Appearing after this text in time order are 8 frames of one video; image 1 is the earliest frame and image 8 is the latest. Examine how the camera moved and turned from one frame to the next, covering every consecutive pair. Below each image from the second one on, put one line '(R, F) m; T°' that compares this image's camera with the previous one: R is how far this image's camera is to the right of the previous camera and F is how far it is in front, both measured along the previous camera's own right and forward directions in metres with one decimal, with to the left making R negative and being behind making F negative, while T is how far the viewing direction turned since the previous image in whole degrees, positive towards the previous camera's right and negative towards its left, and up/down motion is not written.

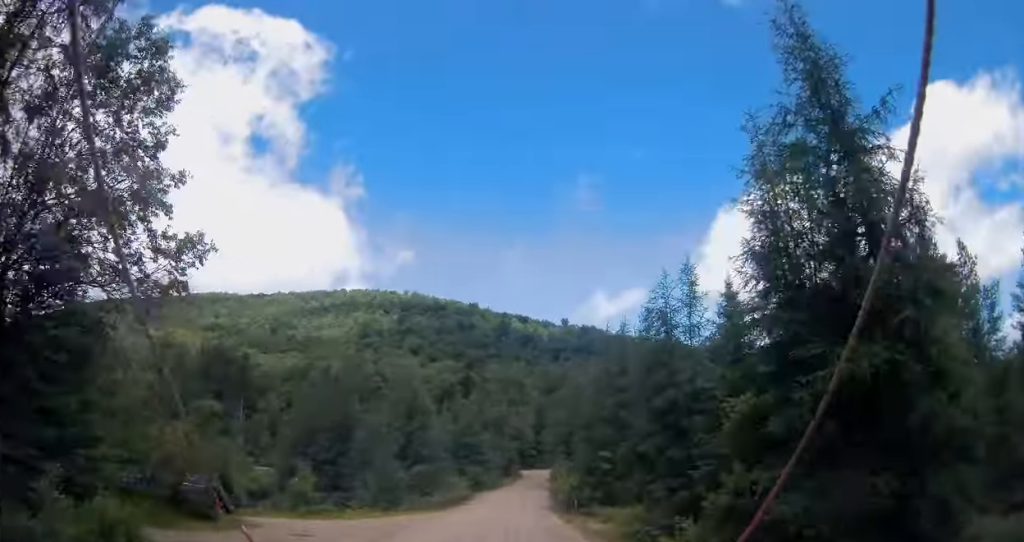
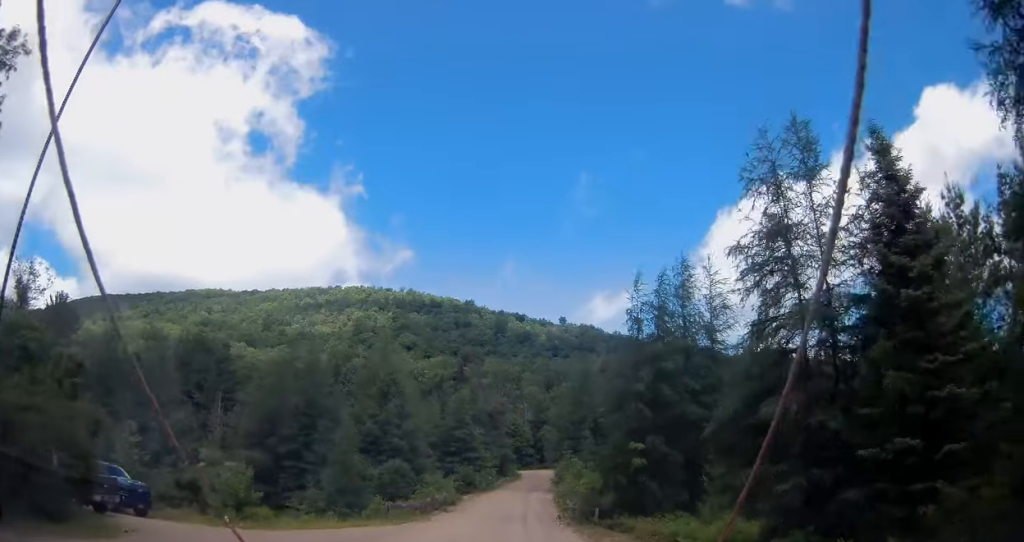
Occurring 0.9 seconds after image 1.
(0.0, +8.5) m; 0°
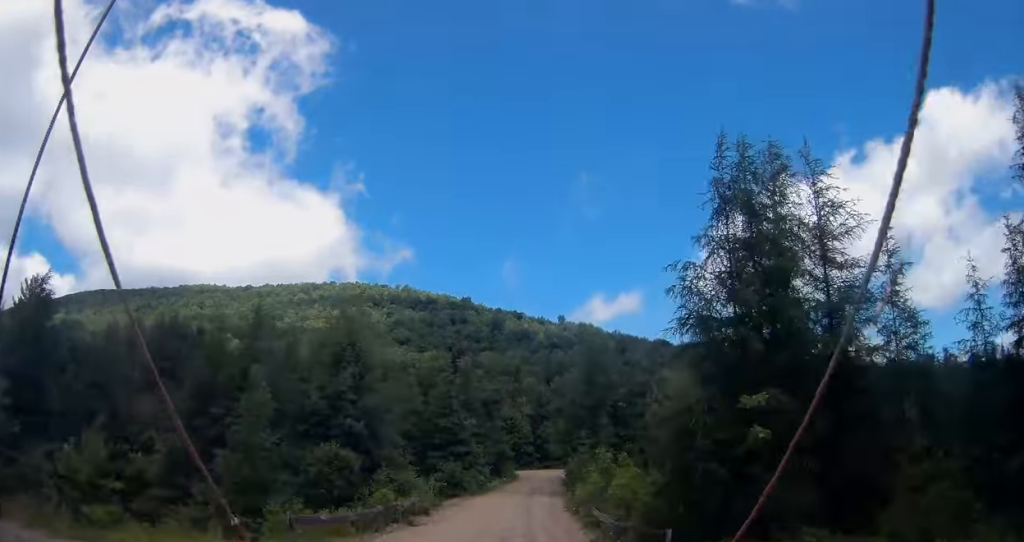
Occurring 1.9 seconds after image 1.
(0.0, +10.3) m; 0°
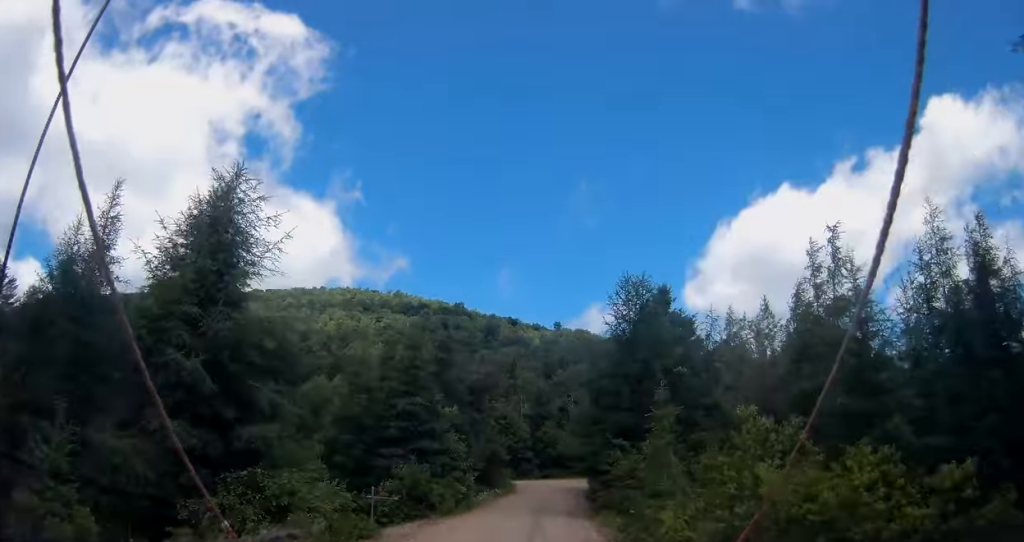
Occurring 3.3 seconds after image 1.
(0.0, +14.8) m; +1°
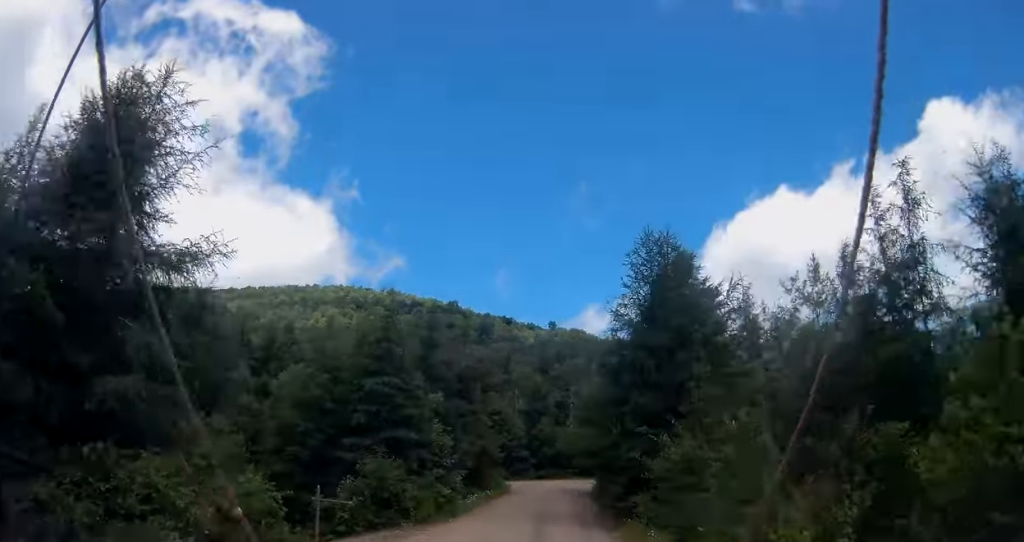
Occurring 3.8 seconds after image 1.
(0.0, +5.5) m; +1°
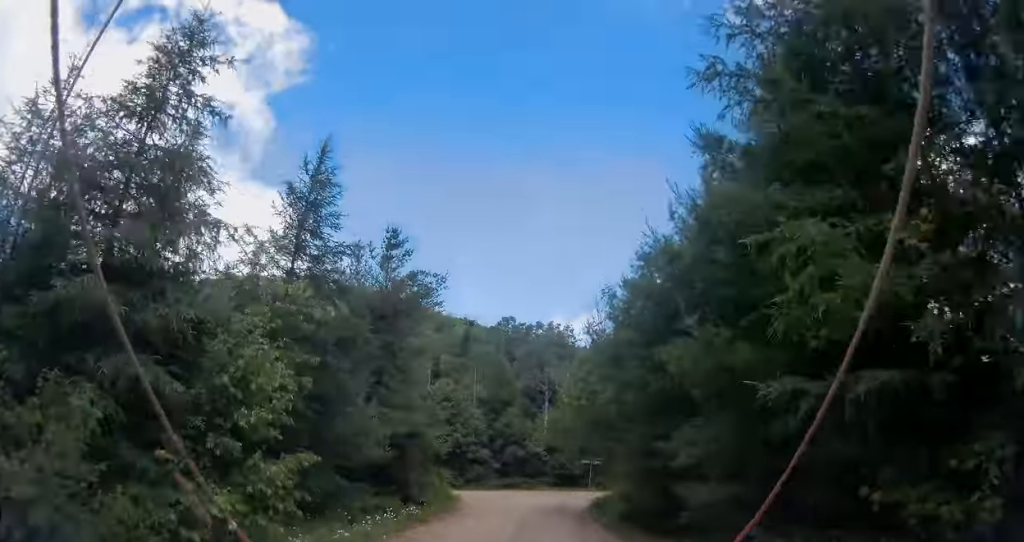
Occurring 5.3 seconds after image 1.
(+0.3, +17.0) m; +3°
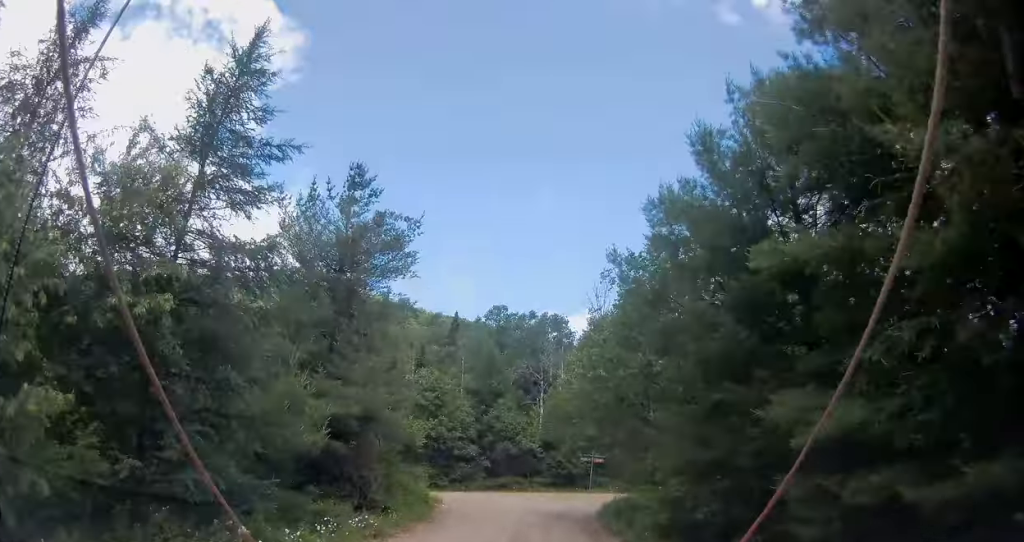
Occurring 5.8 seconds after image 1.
(-0.2, +5.9) m; +2°
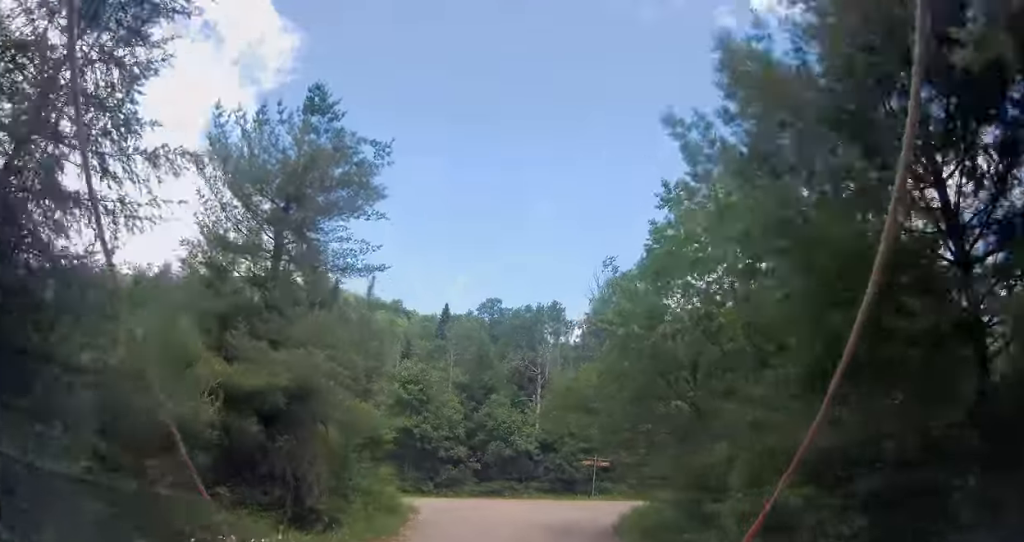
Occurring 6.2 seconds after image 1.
(+0.4, +5.4) m; +1°
